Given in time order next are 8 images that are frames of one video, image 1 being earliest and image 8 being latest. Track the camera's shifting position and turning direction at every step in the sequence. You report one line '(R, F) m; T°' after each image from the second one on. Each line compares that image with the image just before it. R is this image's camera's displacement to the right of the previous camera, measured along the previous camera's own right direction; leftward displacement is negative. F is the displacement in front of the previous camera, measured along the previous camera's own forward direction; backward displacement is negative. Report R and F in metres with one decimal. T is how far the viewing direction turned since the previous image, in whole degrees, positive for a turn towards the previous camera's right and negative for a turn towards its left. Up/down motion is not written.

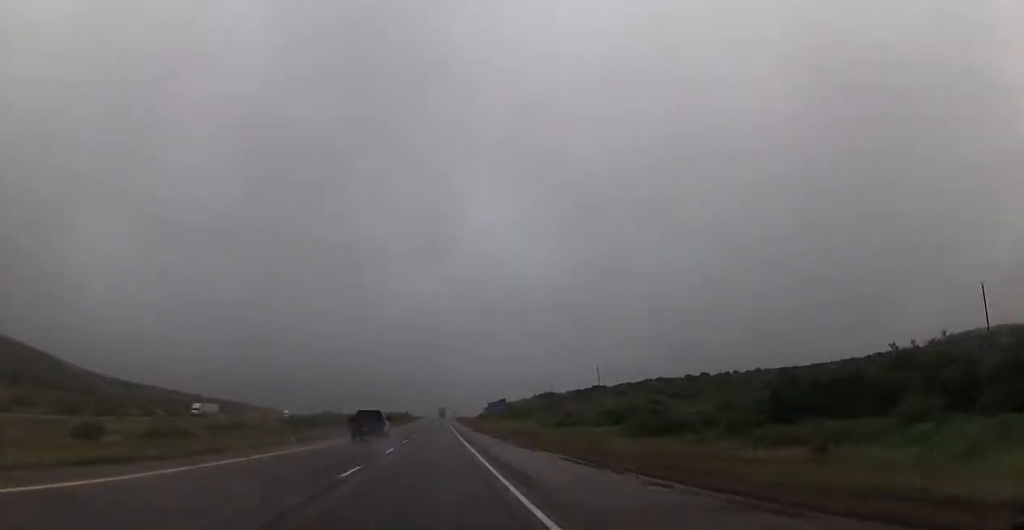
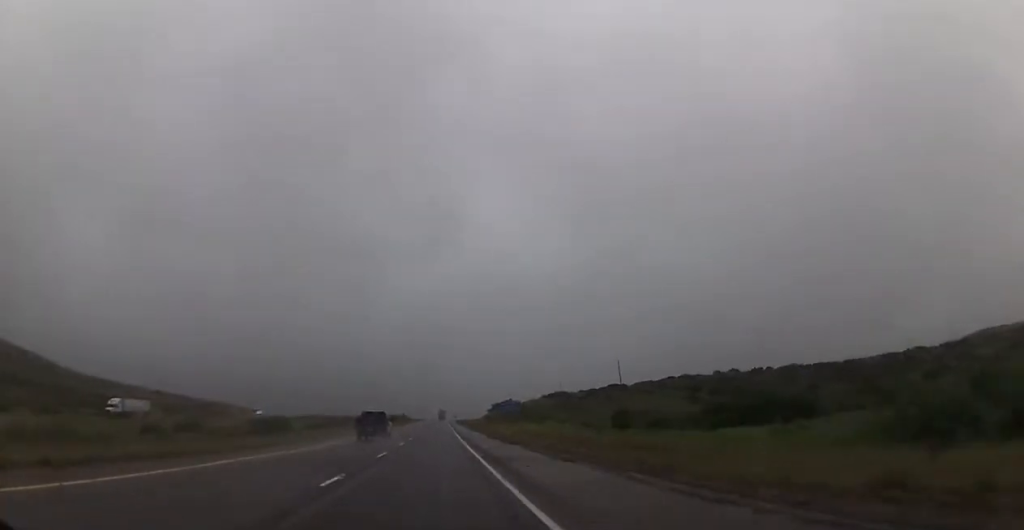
(-0.3, +27.7) m; -1°
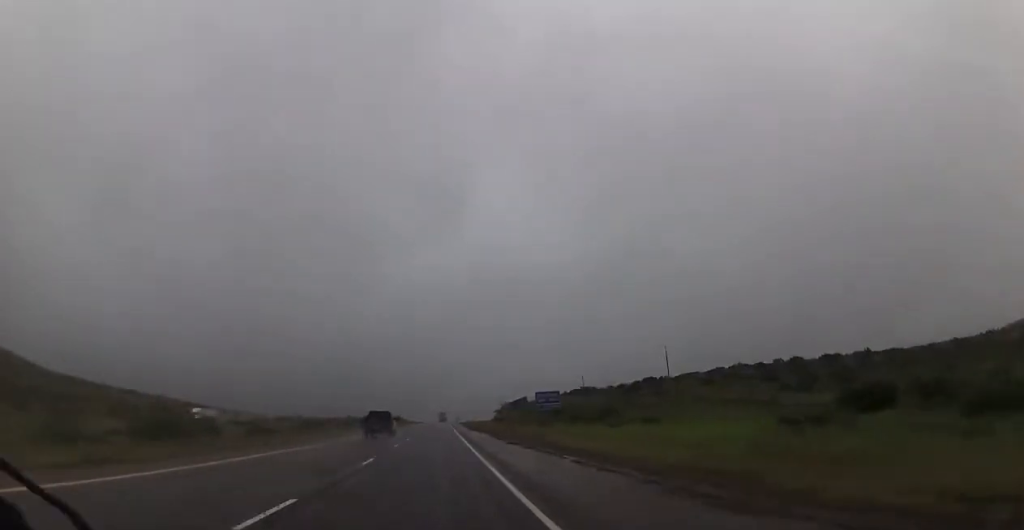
(0.0, +42.5) m; 0°
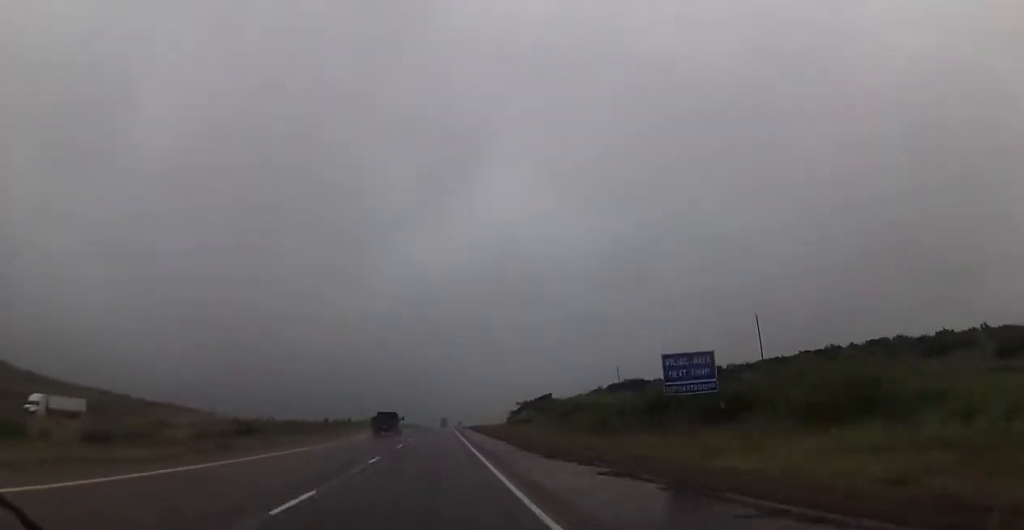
(+0.6, +47.7) m; 0°
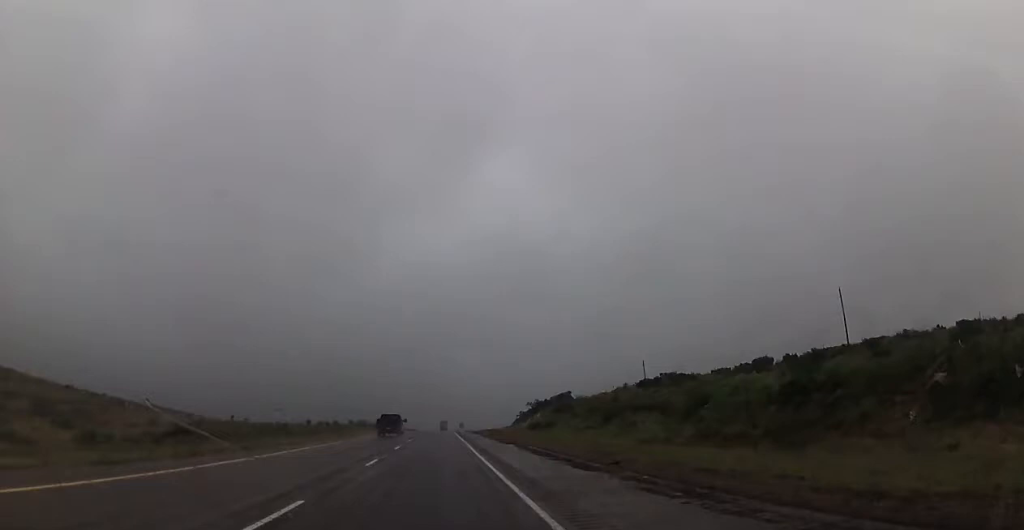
(-0.3, +26.0) m; 0°
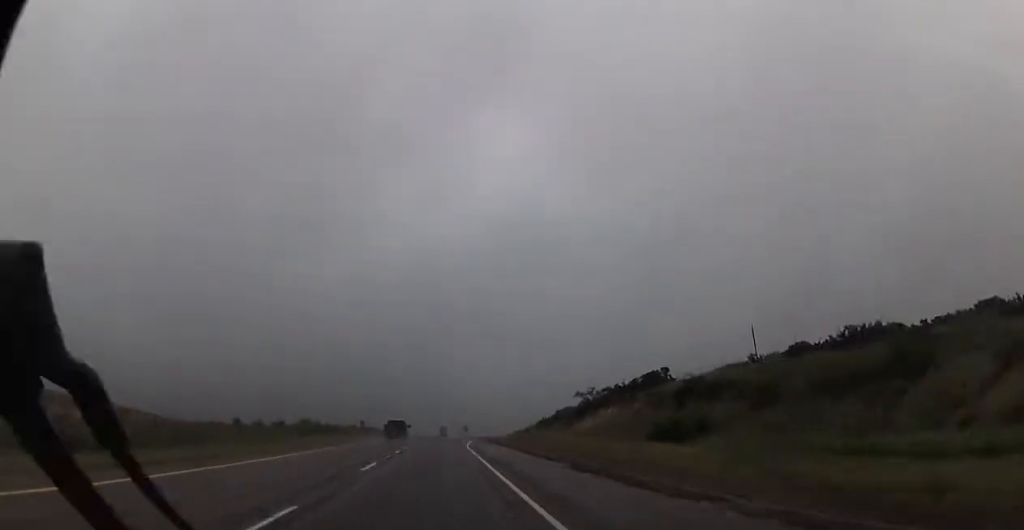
(+0.4, +62.1) m; +1°
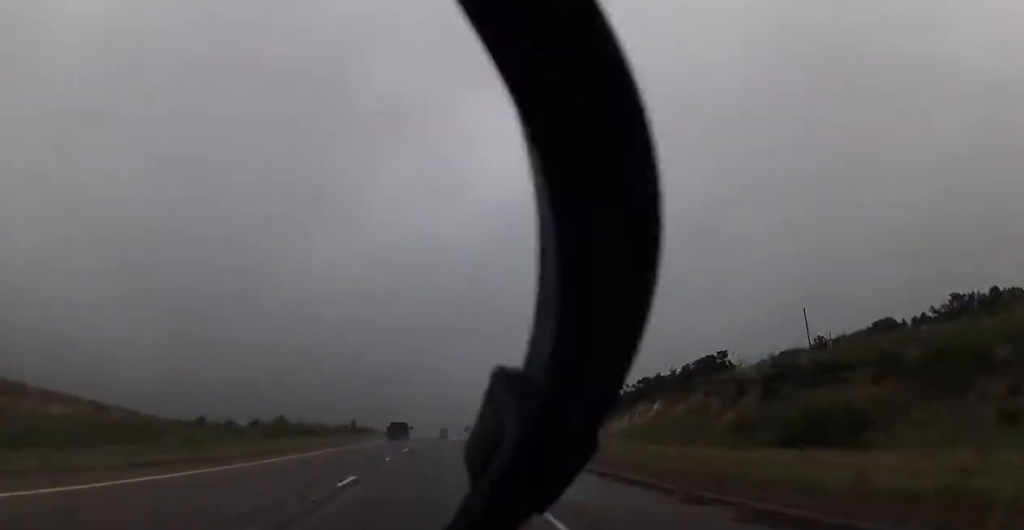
(-0.2, +17.0) m; 0°
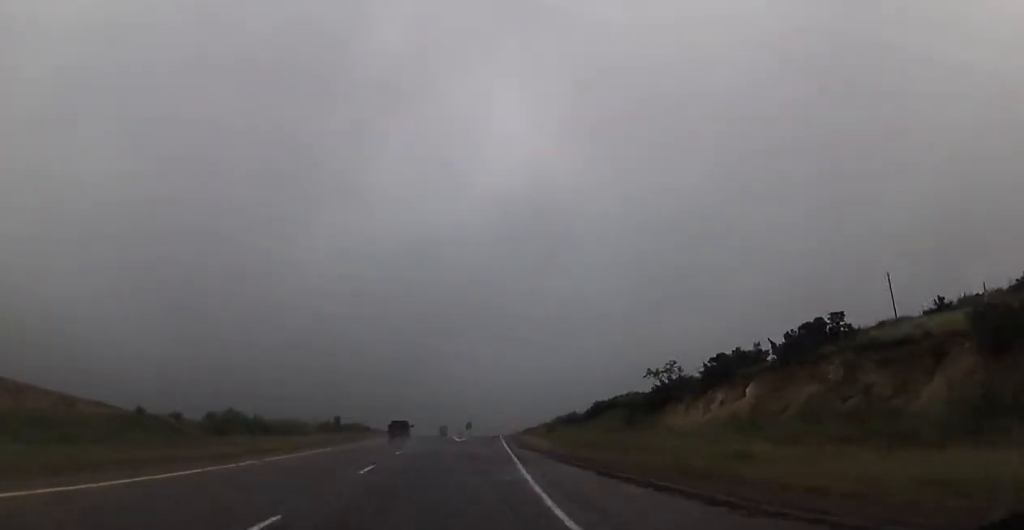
(-0.1, +20.4) m; 0°
